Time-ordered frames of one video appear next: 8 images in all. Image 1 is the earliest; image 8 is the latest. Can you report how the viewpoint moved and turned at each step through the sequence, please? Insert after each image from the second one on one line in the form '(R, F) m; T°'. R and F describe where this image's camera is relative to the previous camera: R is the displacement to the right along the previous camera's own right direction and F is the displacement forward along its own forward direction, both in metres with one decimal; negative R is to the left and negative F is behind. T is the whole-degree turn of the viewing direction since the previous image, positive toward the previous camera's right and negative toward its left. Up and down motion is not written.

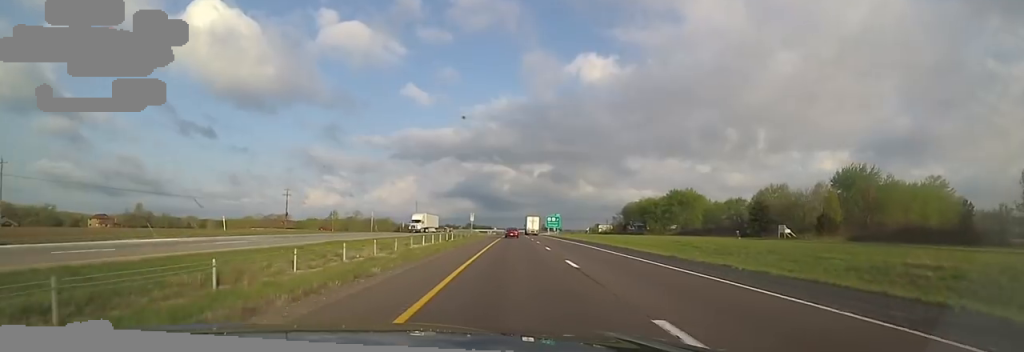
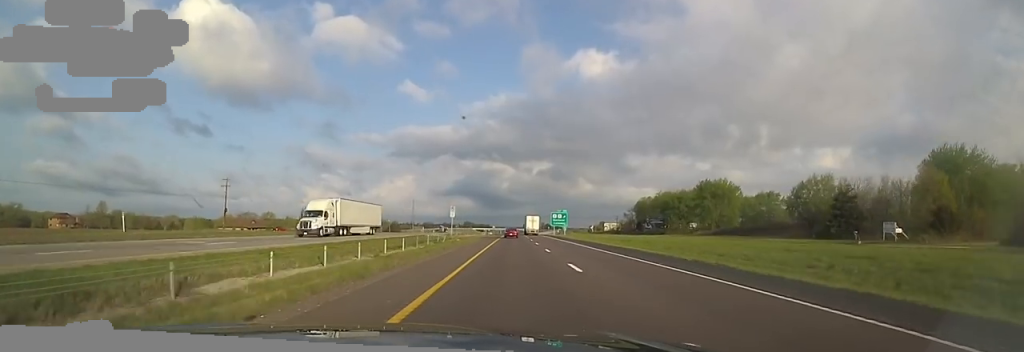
(+0.3, +26.0) m; 0°
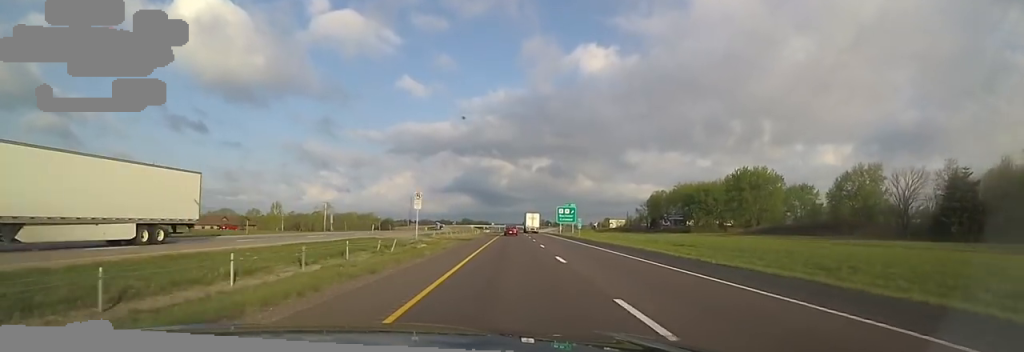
(0.0, +21.2) m; 0°
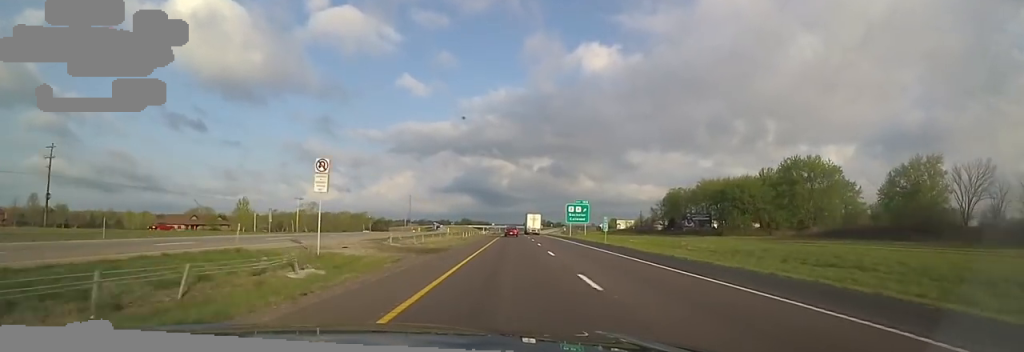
(-0.2, +20.0) m; 0°
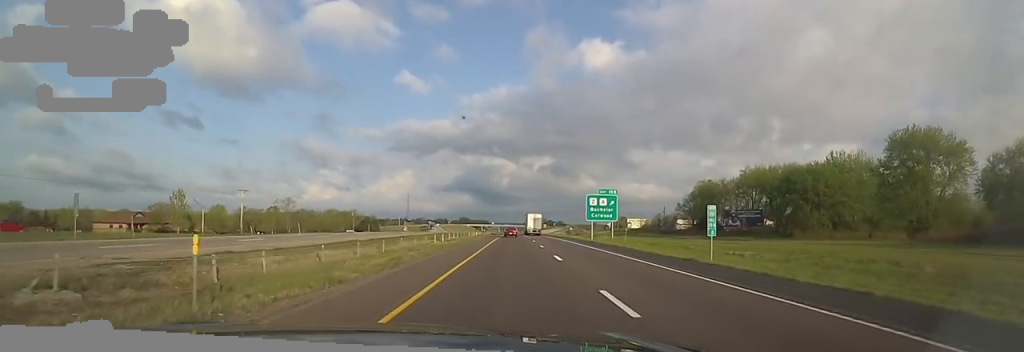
(0.0, +28.1) m; 0°
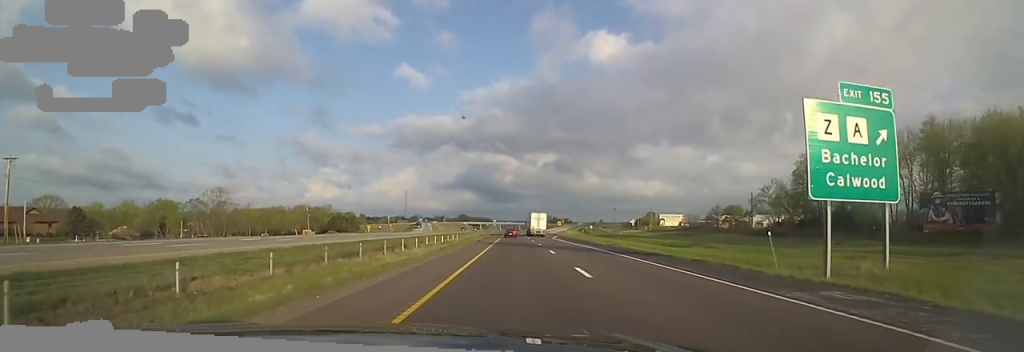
(+0.4, +55.8) m; 0°
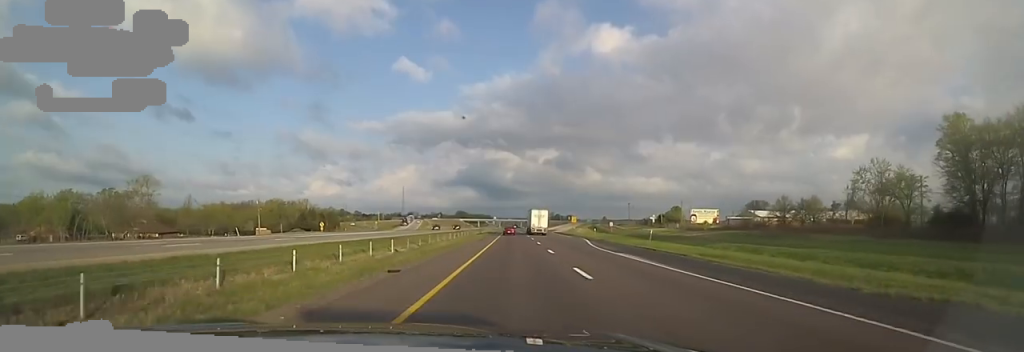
(-0.2, +37.1) m; -1°
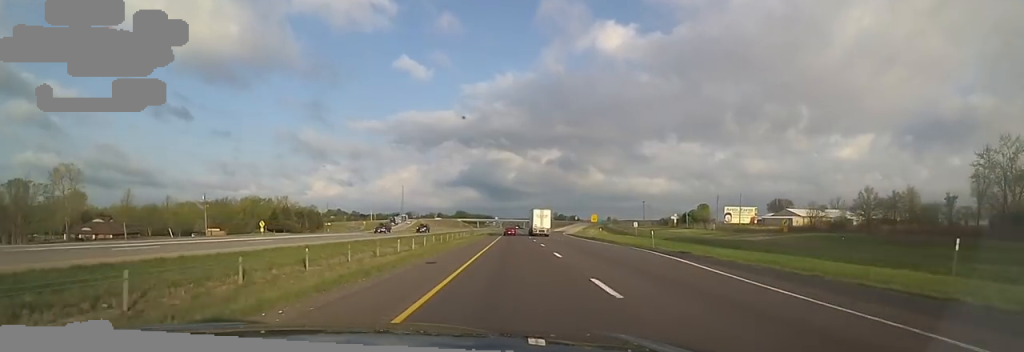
(+0.2, +27.8) m; -2°
